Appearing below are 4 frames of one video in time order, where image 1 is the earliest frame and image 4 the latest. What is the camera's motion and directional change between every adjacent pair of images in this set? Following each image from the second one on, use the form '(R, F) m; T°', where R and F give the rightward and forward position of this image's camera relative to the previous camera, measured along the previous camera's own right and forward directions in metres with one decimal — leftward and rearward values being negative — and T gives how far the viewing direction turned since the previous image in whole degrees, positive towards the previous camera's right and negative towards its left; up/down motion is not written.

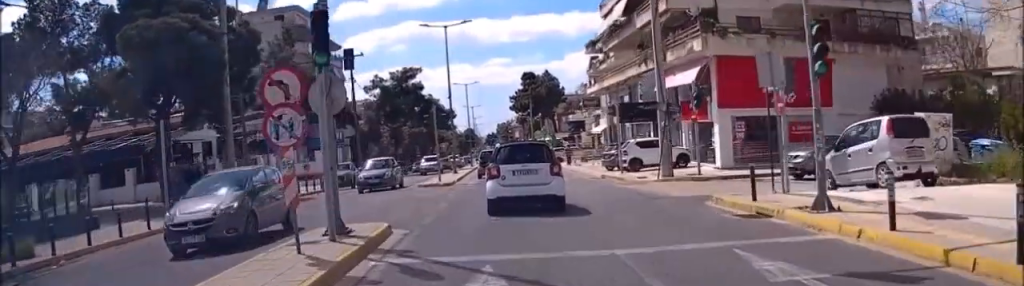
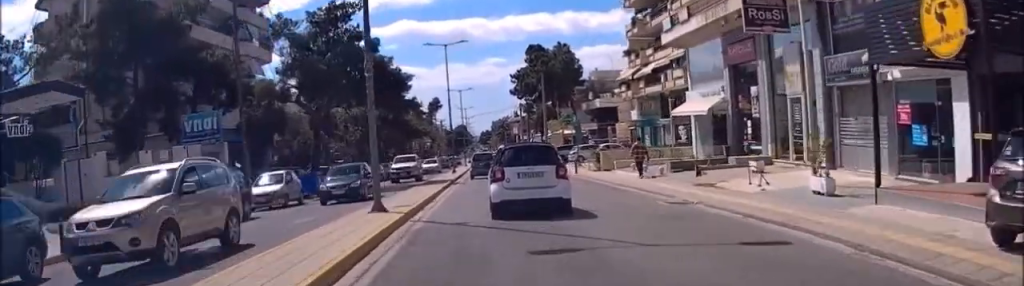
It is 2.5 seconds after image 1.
(+0.3, +30.5) m; +1°
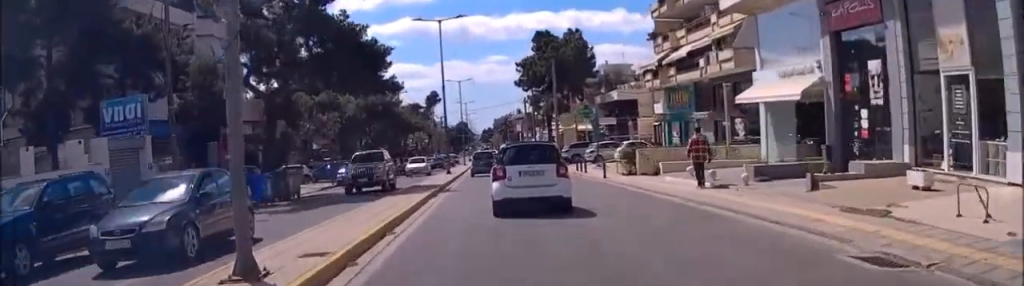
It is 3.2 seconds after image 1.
(0.0, +8.2) m; 0°
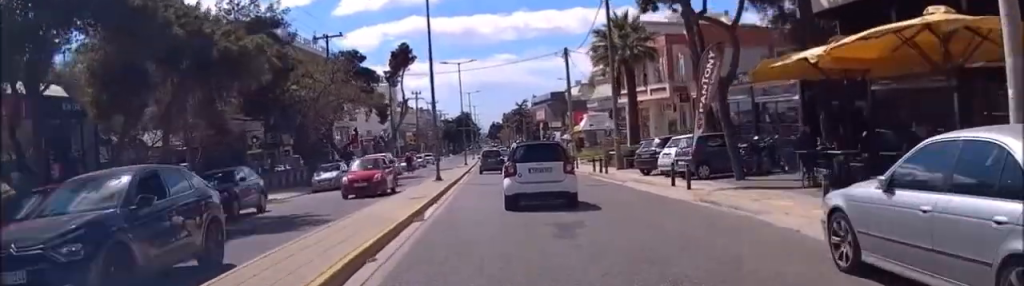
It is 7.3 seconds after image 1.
(+0.8, +47.1) m; +1°
